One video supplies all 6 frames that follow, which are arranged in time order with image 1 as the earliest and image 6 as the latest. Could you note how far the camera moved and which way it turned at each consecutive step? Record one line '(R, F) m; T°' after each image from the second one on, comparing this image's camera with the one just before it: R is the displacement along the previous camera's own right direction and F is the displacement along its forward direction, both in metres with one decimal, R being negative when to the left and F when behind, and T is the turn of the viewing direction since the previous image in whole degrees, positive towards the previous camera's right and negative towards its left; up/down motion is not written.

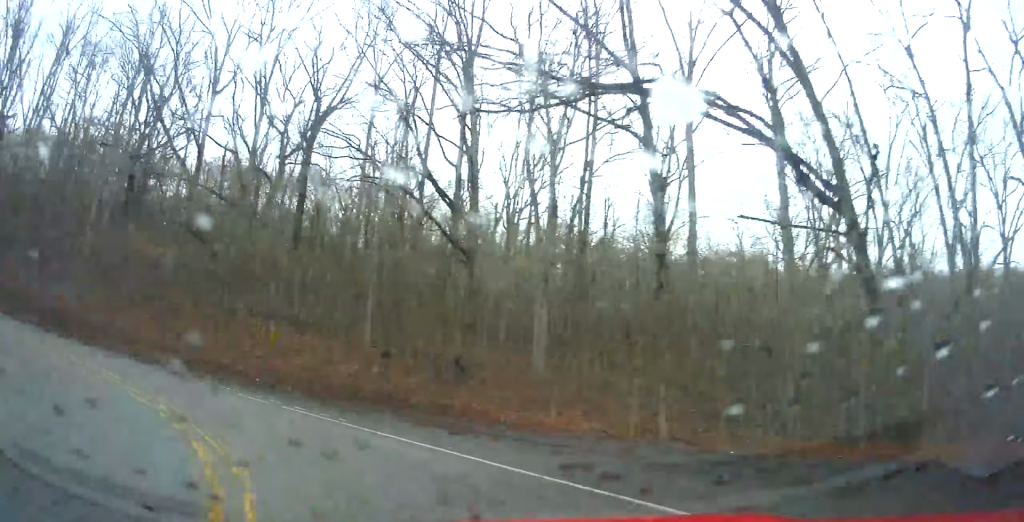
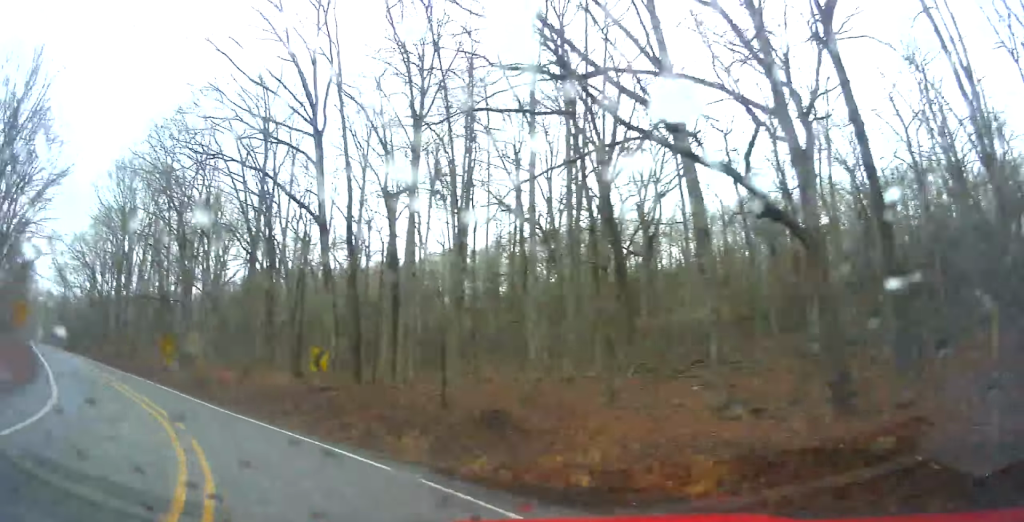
(-7.8, +15.4) m; -69°
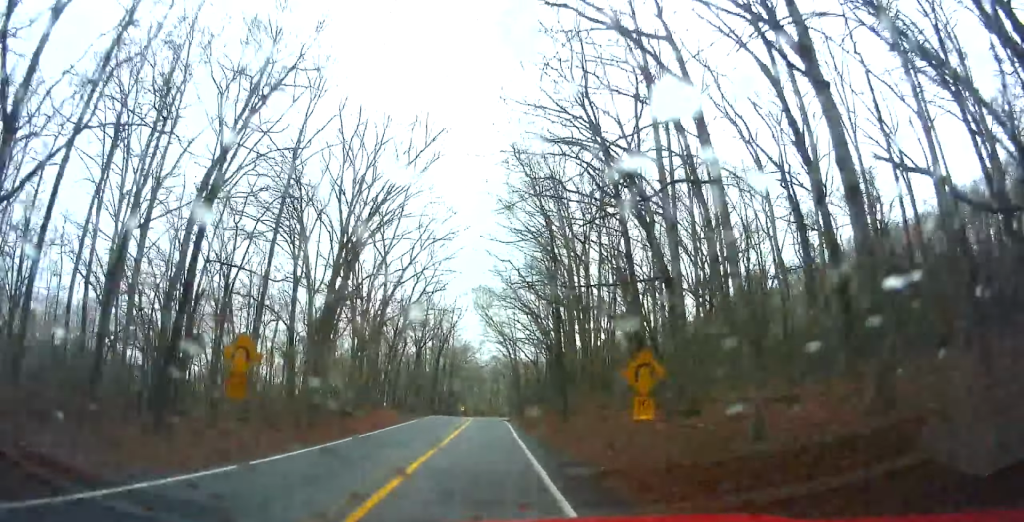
(-15.5, +17.5) m; -46°
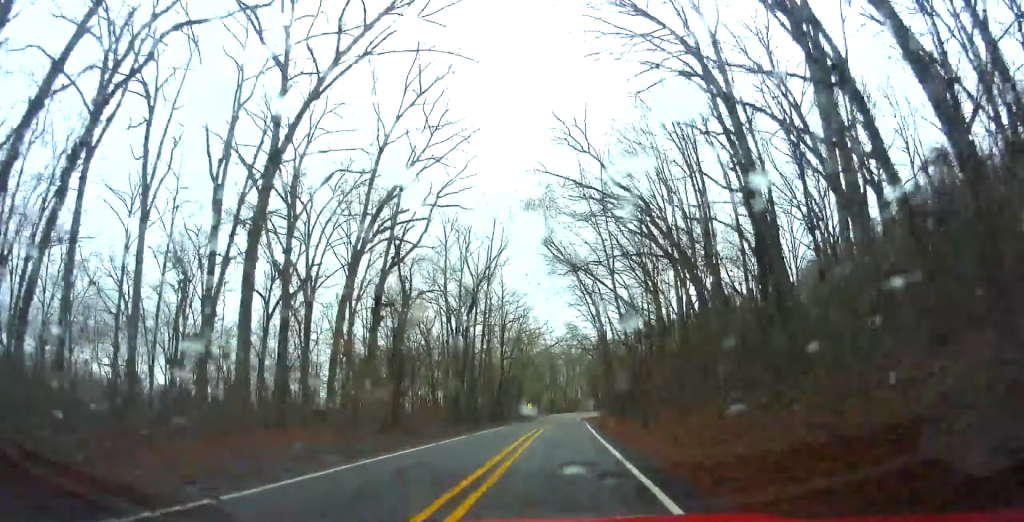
(-9.4, +36.4) m; -16°
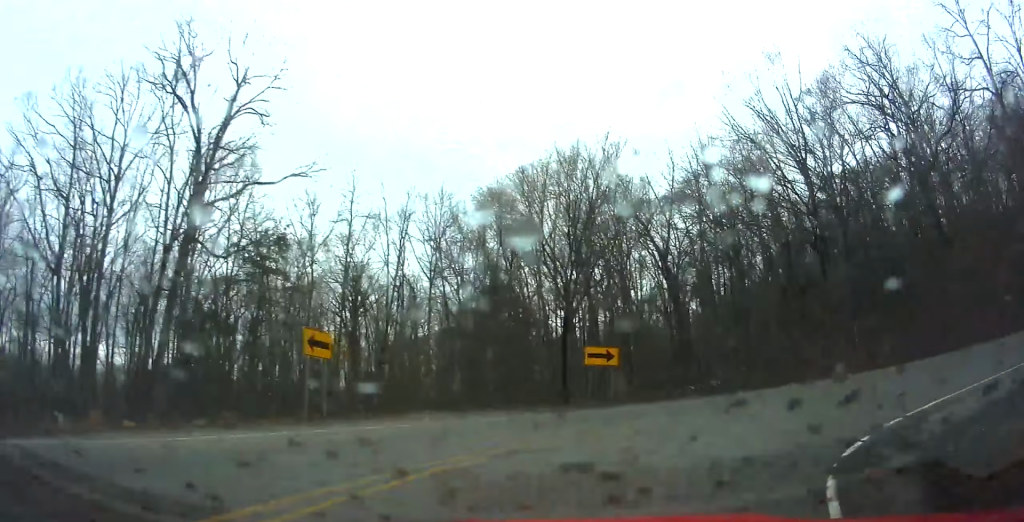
(+0.6, +101.5) m; +8°
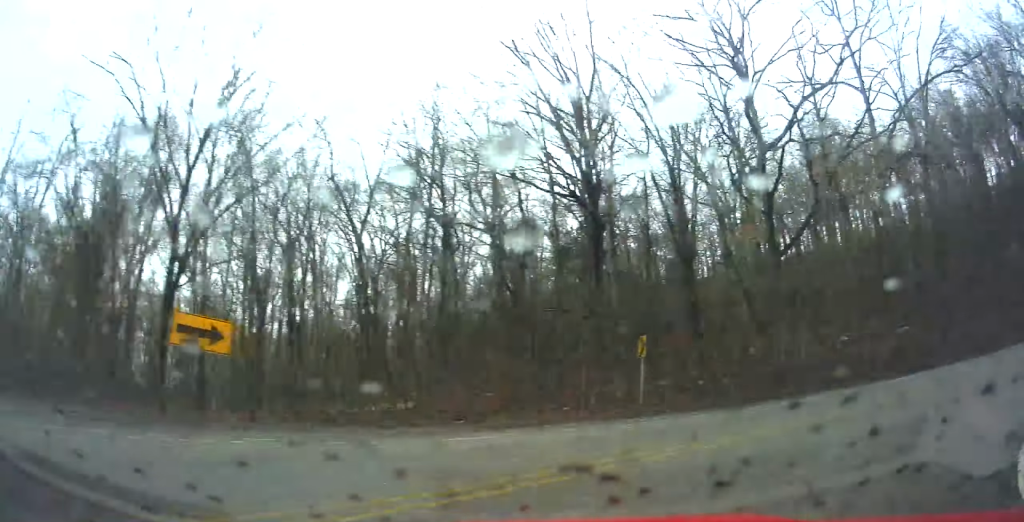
(-0.7, +16.8) m; +7°
